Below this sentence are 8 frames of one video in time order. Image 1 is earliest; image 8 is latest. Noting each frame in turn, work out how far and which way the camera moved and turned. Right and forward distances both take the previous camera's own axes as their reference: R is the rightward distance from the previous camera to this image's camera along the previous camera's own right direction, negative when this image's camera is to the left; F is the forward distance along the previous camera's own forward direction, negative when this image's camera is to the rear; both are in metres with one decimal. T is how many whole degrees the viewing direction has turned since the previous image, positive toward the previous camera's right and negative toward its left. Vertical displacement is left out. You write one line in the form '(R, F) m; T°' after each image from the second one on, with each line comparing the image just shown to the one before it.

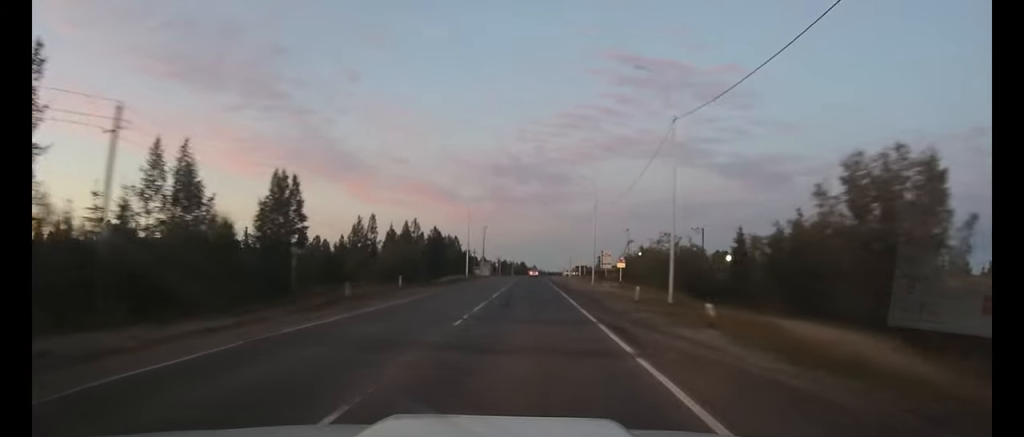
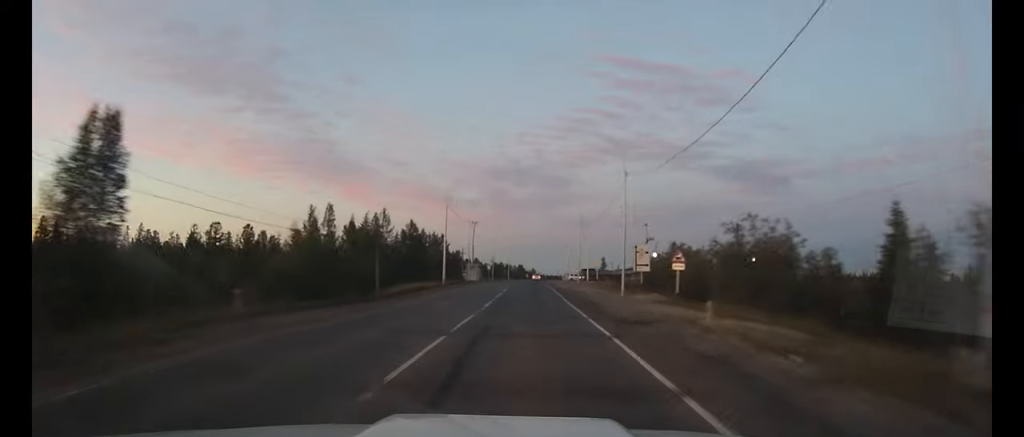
(0.0, +20.8) m; 0°
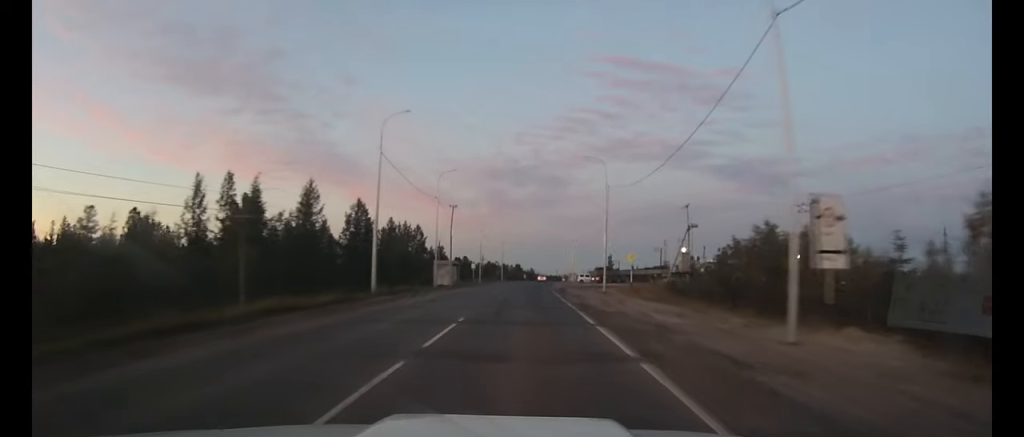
(+0.1, +27.7) m; 0°
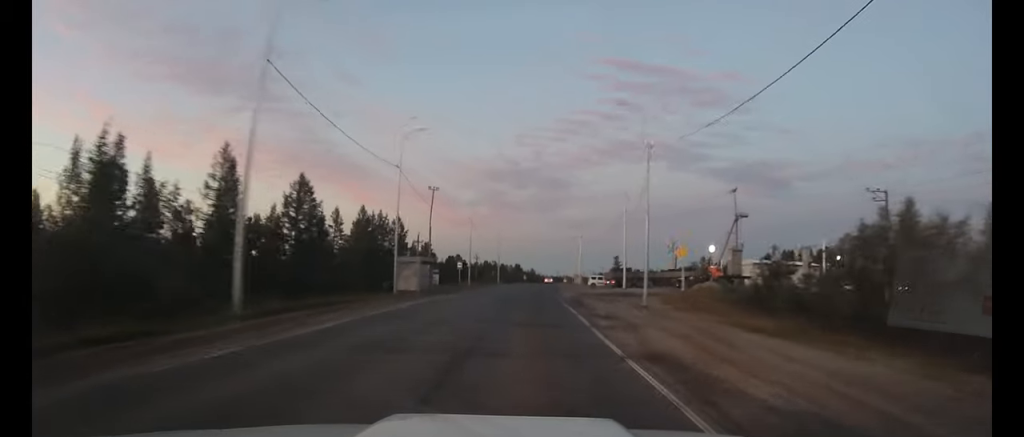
(-0.1, +17.3) m; 0°
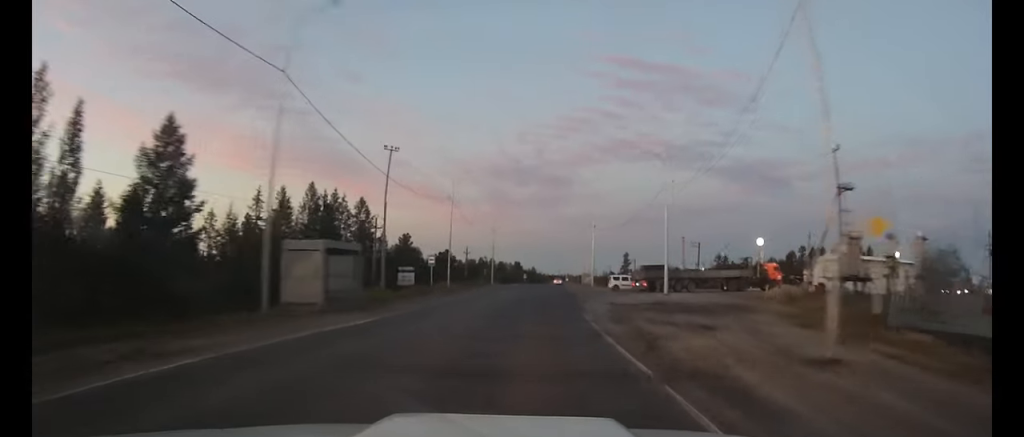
(-0.1, +20.1) m; 0°
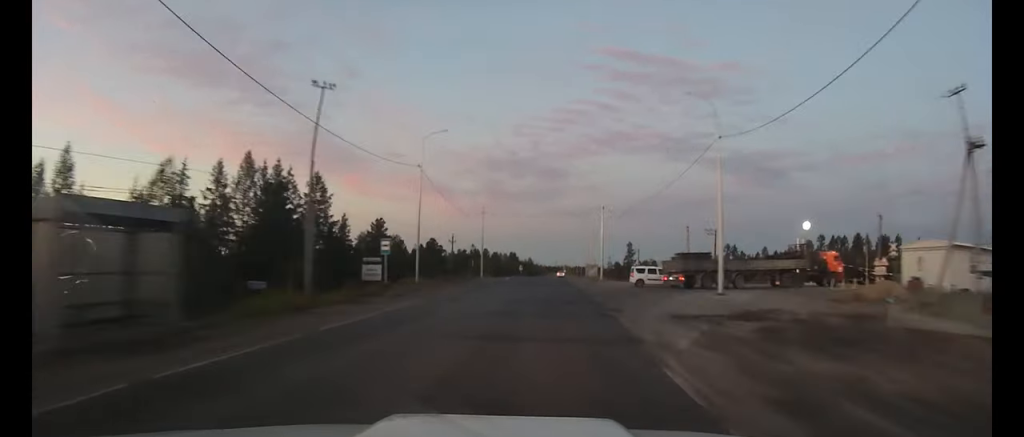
(+0.1, +14.4) m; +1°
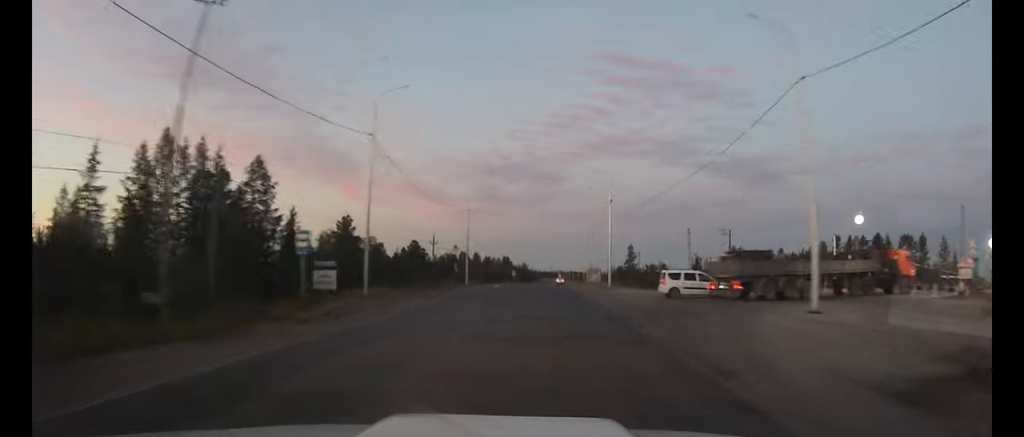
(+0.1, +12.1) m; +1°
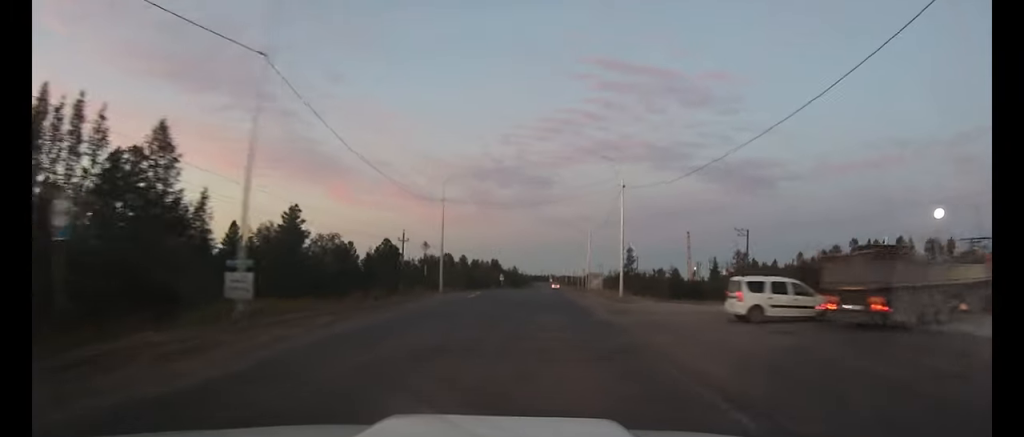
(+0.1, +13.2) m; +1°
